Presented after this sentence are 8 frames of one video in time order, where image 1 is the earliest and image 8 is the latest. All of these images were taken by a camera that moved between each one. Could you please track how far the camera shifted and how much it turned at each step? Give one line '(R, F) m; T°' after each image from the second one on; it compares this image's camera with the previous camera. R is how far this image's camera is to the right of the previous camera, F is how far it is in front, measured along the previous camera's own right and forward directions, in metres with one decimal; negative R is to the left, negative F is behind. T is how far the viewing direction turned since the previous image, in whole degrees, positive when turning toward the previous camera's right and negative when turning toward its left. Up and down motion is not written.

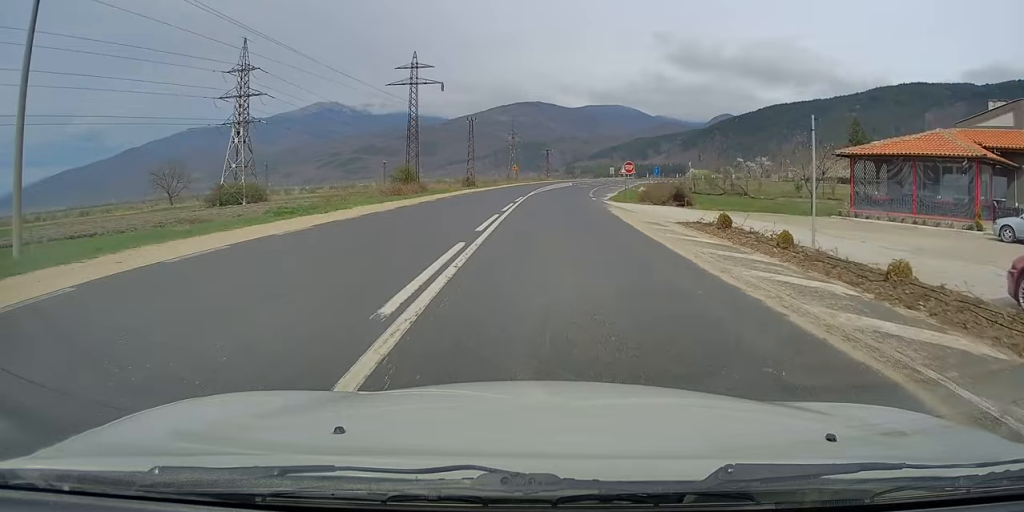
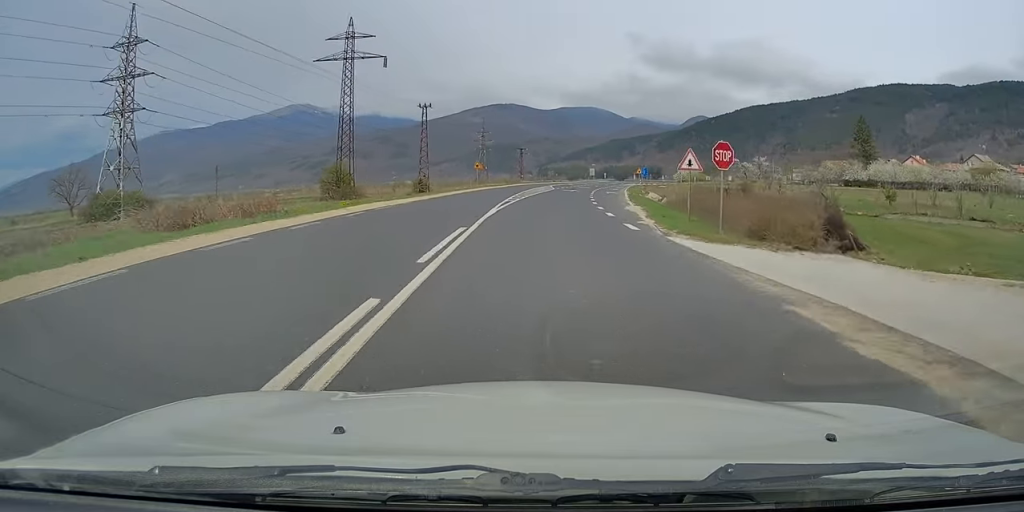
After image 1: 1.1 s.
(+0.9, +22.4) m; +4°
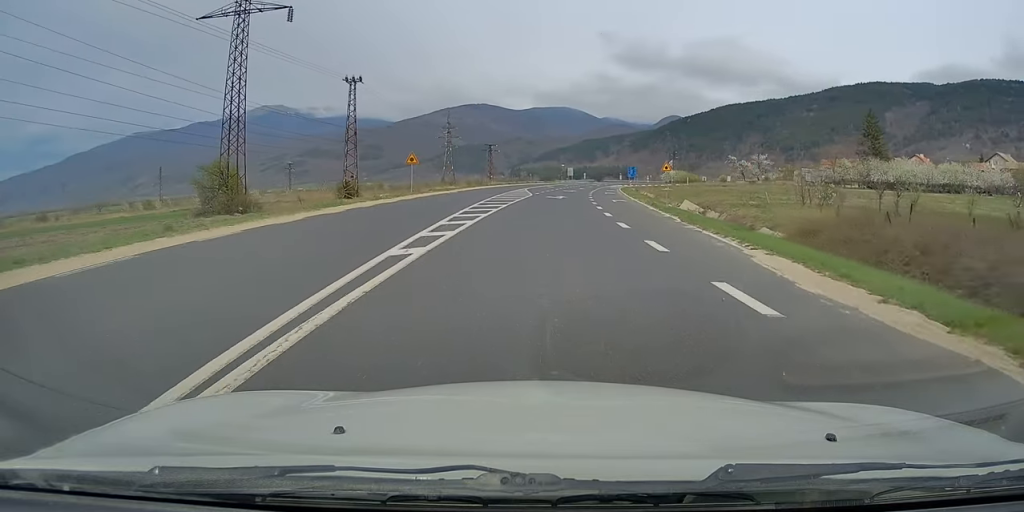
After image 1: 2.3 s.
(+0.5, +22.4) m; +1°
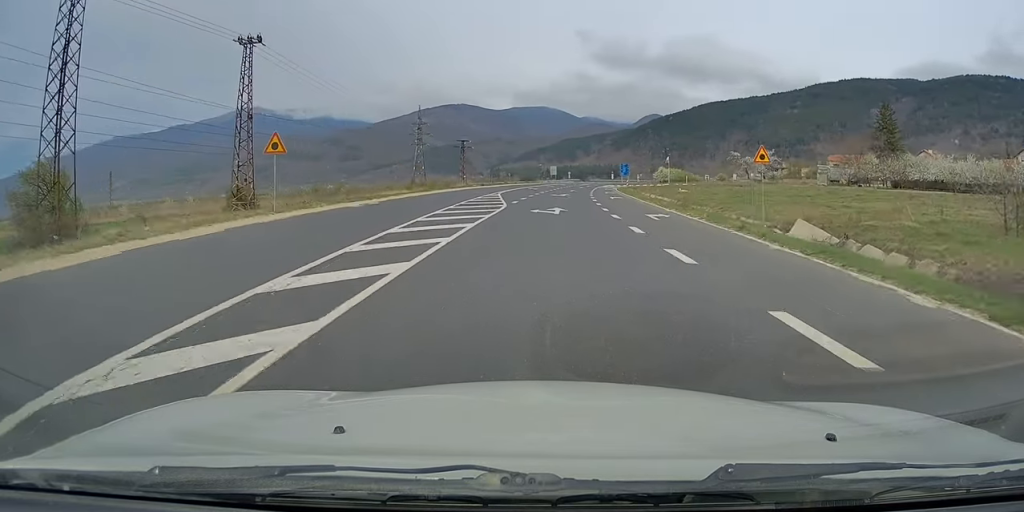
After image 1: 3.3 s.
(+0.1, +19.1) m; +1°
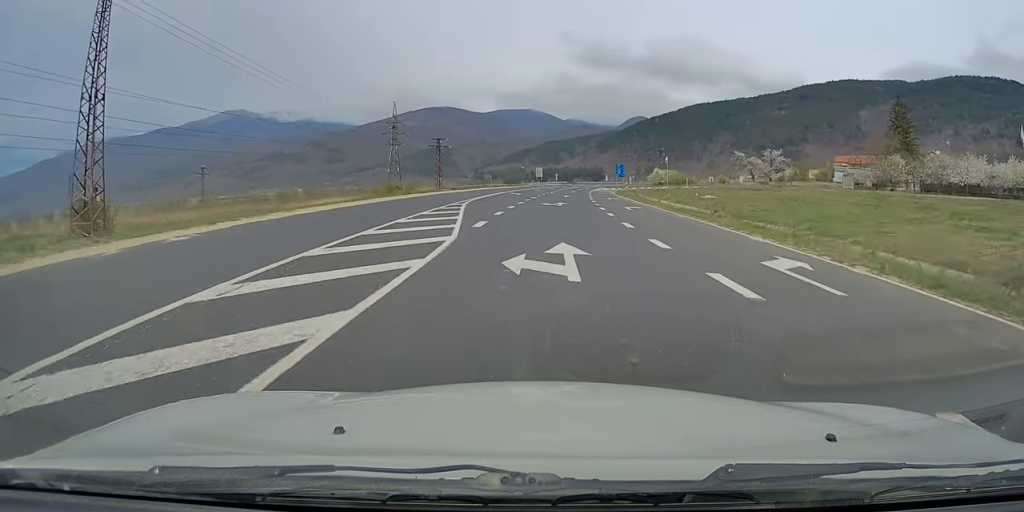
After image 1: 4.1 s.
(+0.2, +14.5) m; +2°
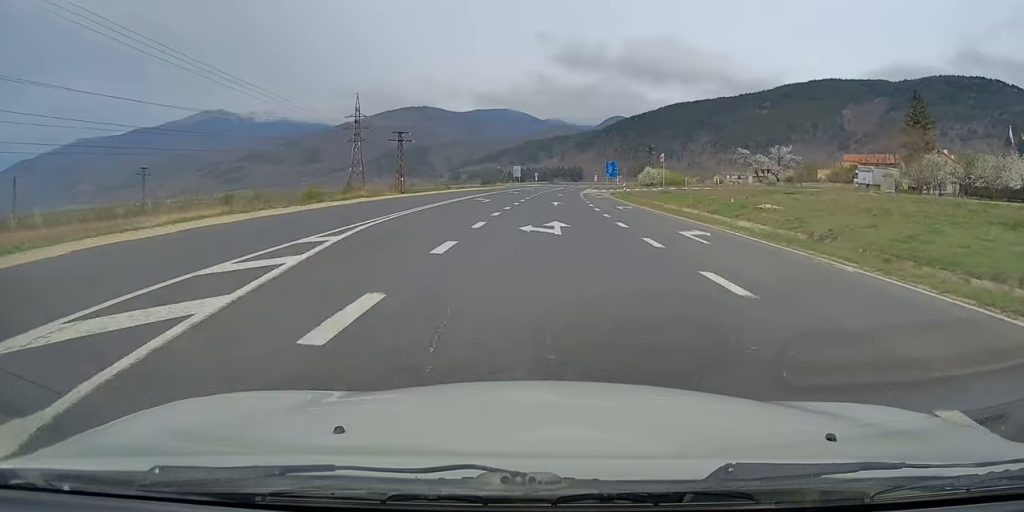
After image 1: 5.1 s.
(+0.5, +17.2) m; +2°
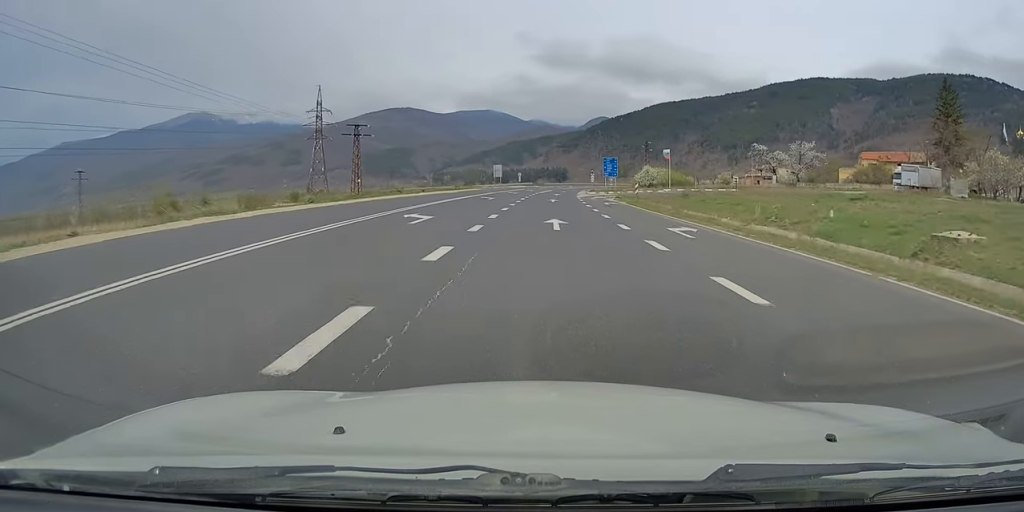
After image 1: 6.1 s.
(+0.1, +17.9) m; +1°
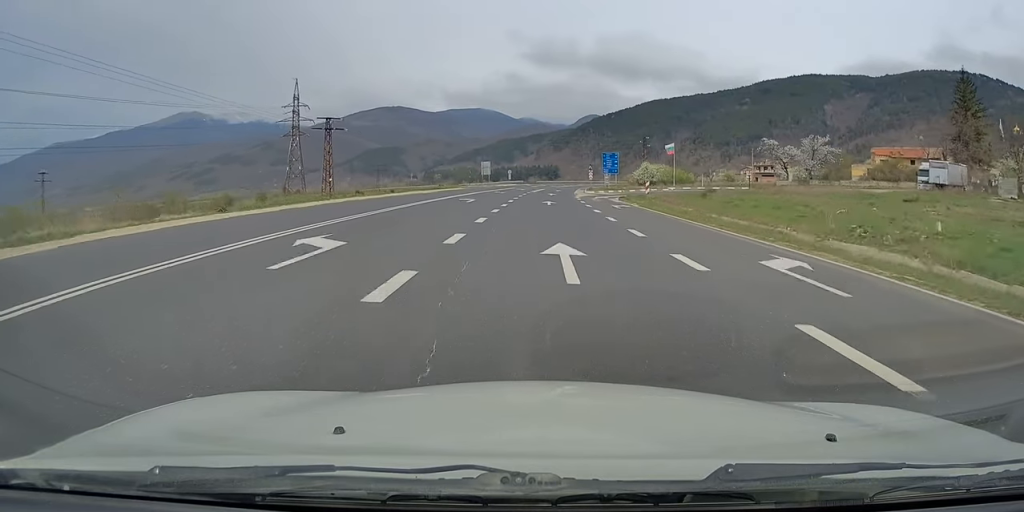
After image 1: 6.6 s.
(0.0, +9.0) m; +1°
